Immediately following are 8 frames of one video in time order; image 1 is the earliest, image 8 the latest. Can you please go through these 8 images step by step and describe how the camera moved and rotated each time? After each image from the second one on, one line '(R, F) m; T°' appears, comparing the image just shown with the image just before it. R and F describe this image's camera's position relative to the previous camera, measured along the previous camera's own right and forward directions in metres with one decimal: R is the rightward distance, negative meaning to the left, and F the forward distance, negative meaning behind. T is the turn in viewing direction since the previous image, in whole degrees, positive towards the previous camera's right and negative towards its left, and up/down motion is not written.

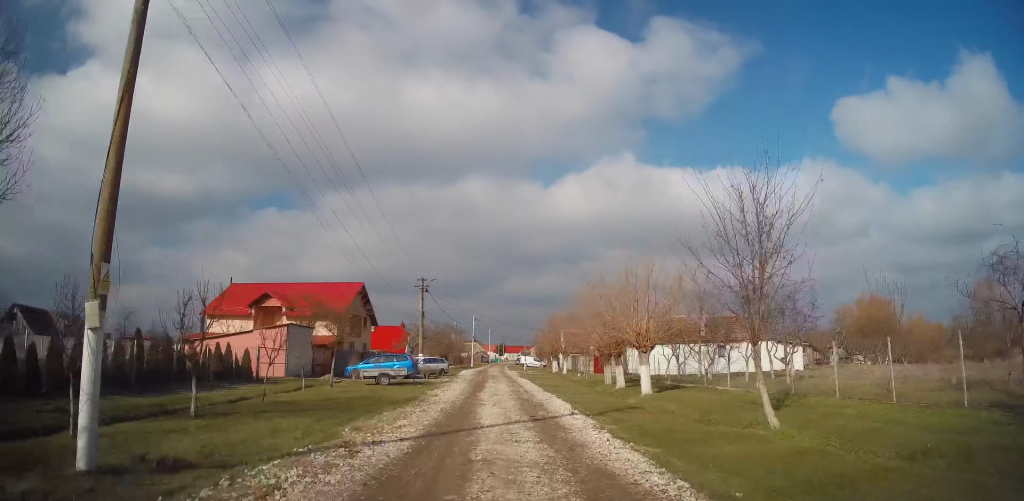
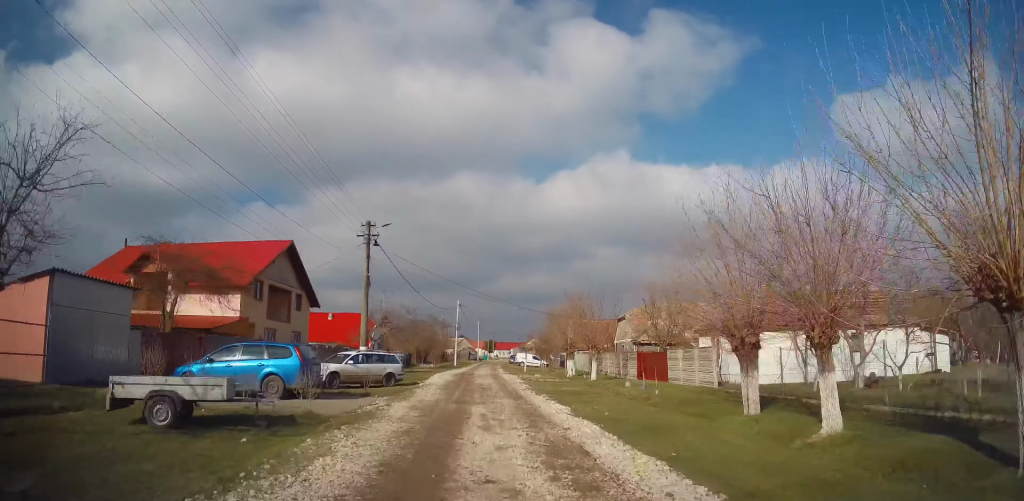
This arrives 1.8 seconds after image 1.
(0.0, +17.8) m; 0°
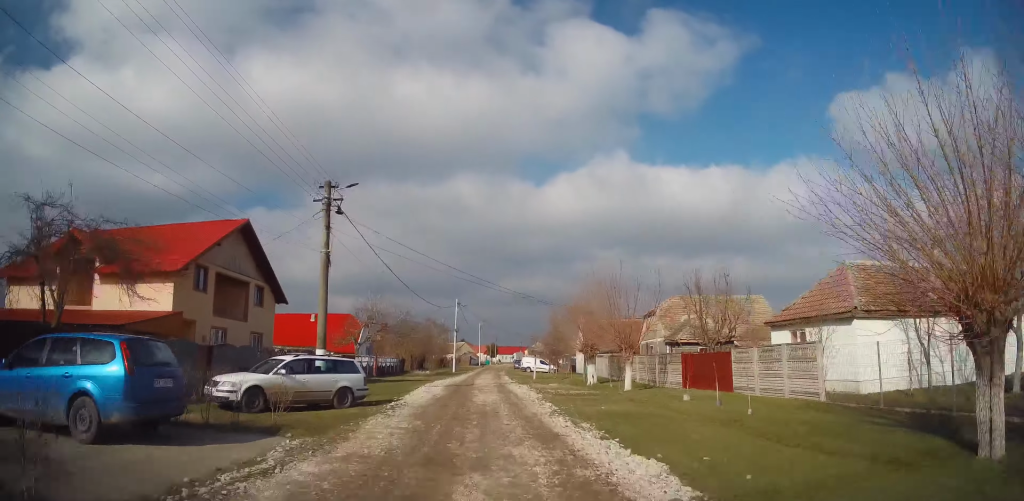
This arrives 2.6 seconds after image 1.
(+0.2, +7.6) m; +1°
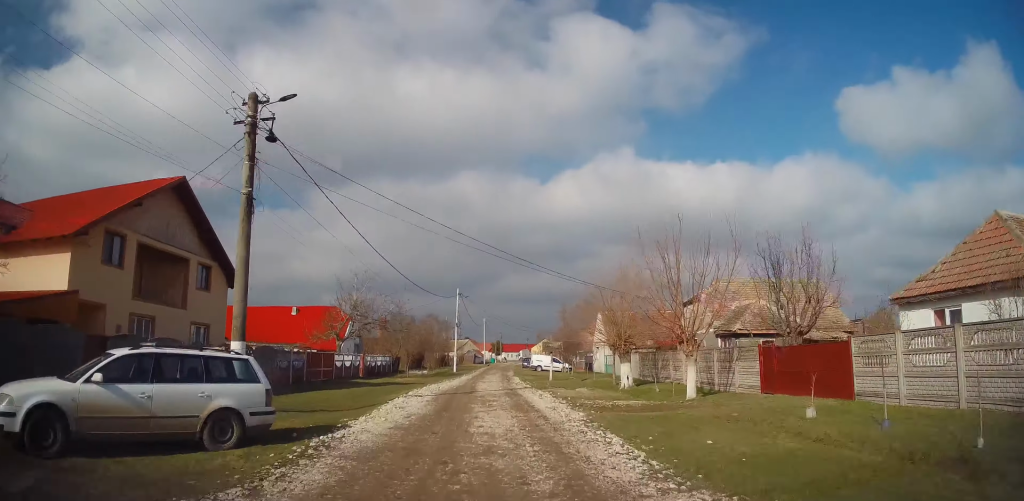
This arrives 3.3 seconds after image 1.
(+0.1, +7.6) m; 0°
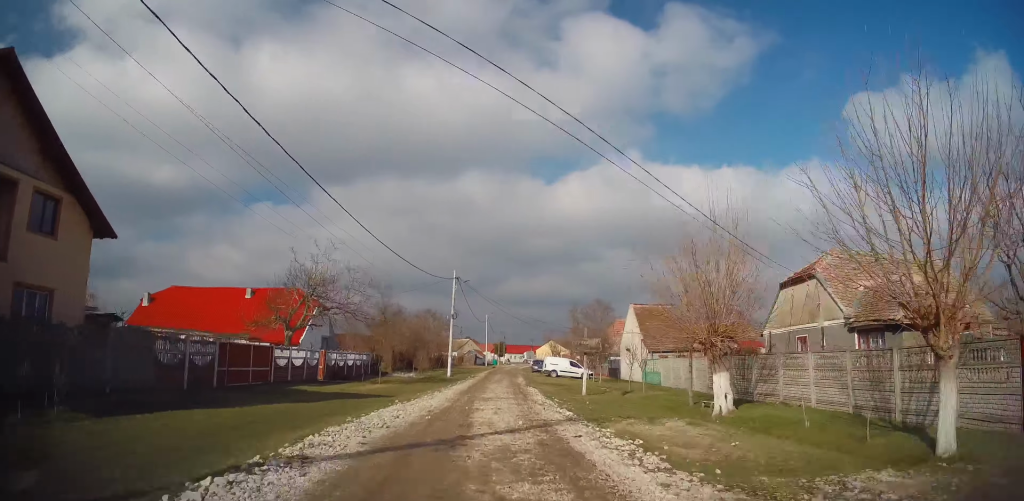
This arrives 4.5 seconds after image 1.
(-0.3, +11.4) m; -1°
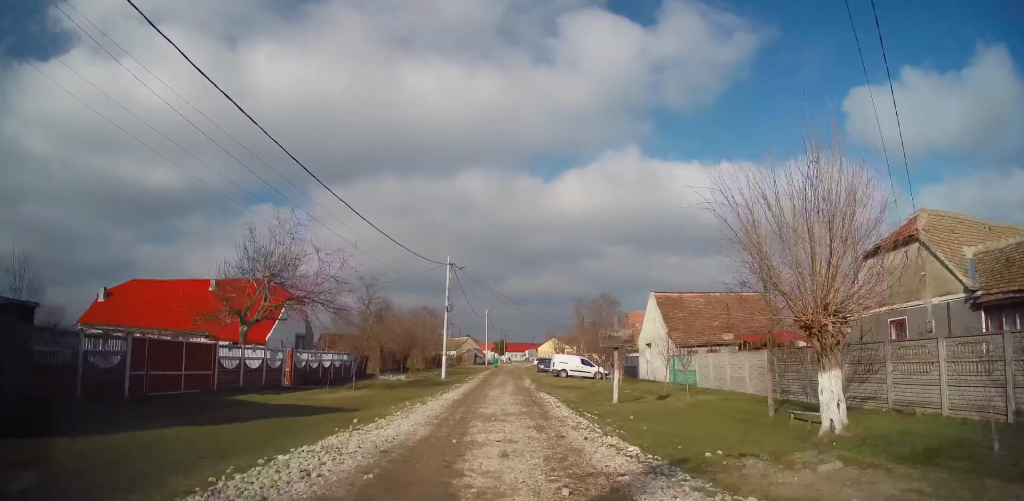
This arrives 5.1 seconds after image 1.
(-0.1, +5.8) m; 0°
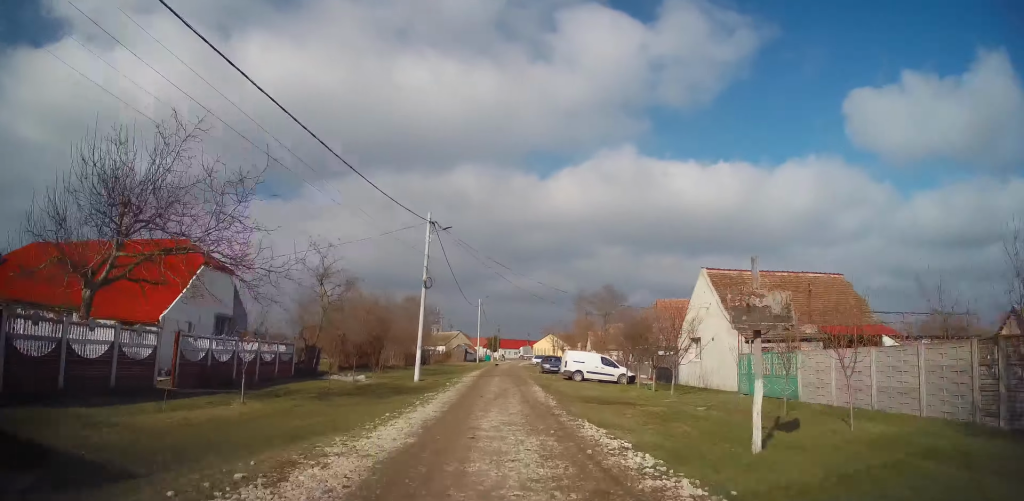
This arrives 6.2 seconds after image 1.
(+0.3, +10.2) m; +2°
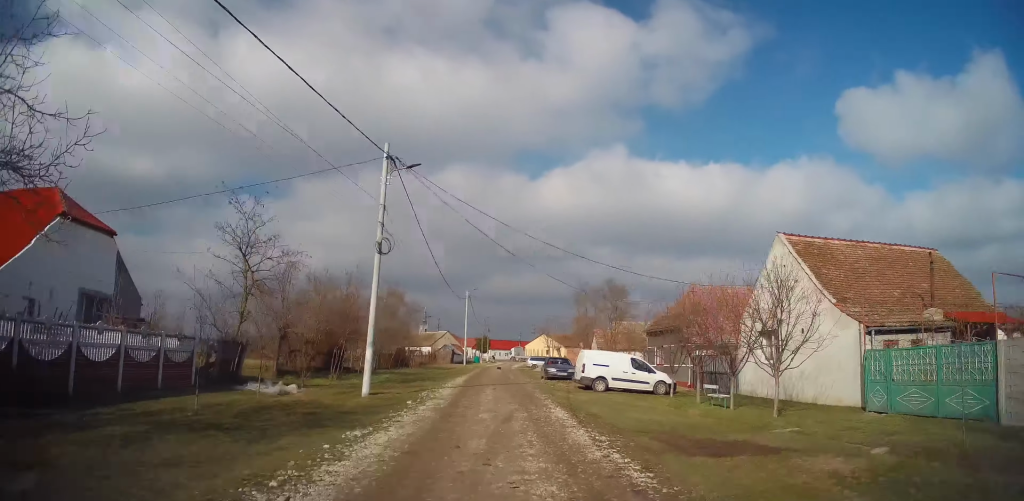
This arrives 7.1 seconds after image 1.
(0.0, +8.8) m; 0°
